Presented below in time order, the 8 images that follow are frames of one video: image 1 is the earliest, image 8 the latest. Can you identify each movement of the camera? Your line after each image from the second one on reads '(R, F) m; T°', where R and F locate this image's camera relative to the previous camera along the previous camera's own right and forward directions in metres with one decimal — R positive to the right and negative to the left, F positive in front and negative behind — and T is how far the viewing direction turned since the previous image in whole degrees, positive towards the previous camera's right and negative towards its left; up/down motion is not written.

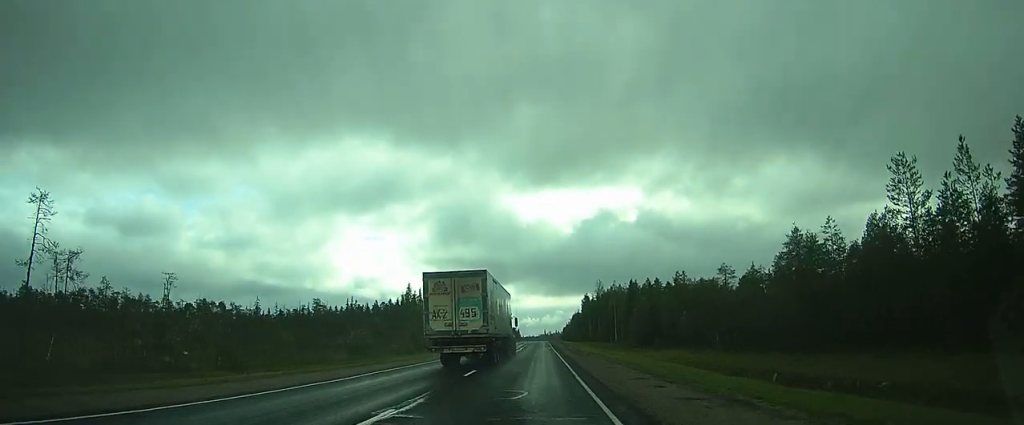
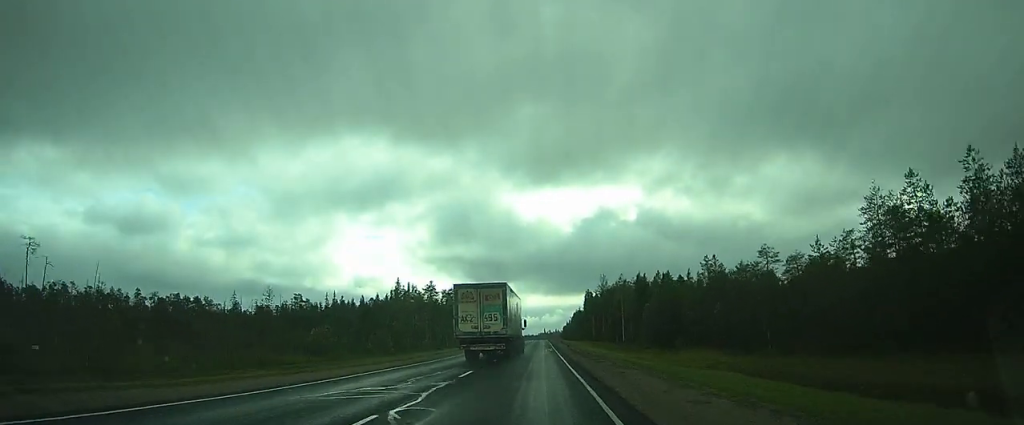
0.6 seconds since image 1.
(0.0, +13.1) m; 0°
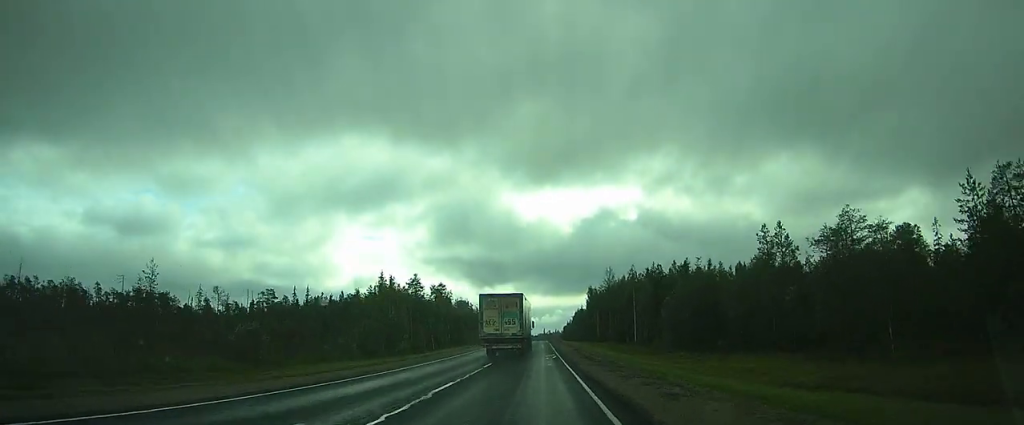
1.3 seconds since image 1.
(0.0, +16.2) m; 0°
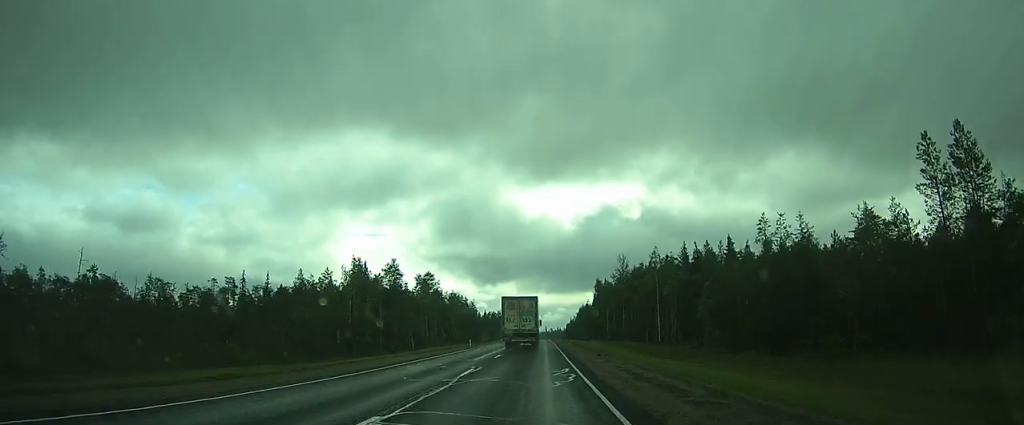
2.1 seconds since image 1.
(0.0, +20.1) m; 0°
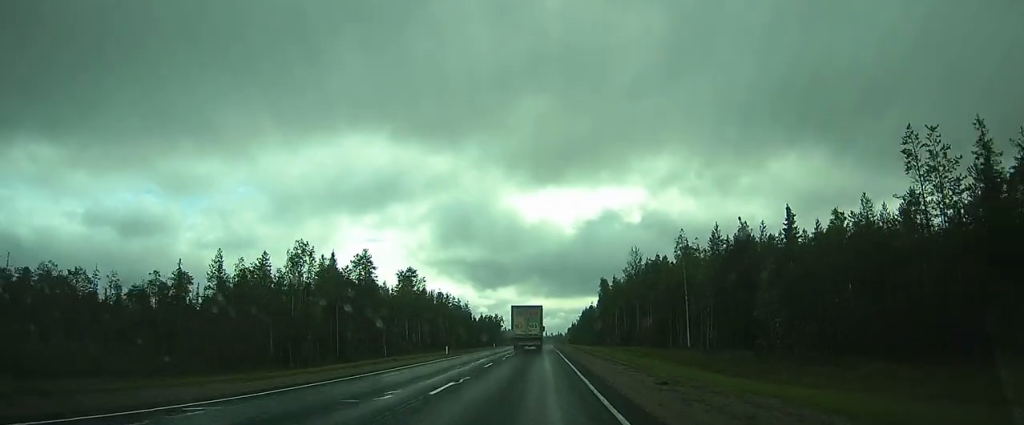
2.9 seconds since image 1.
(0.0, +17.0) m; 0°
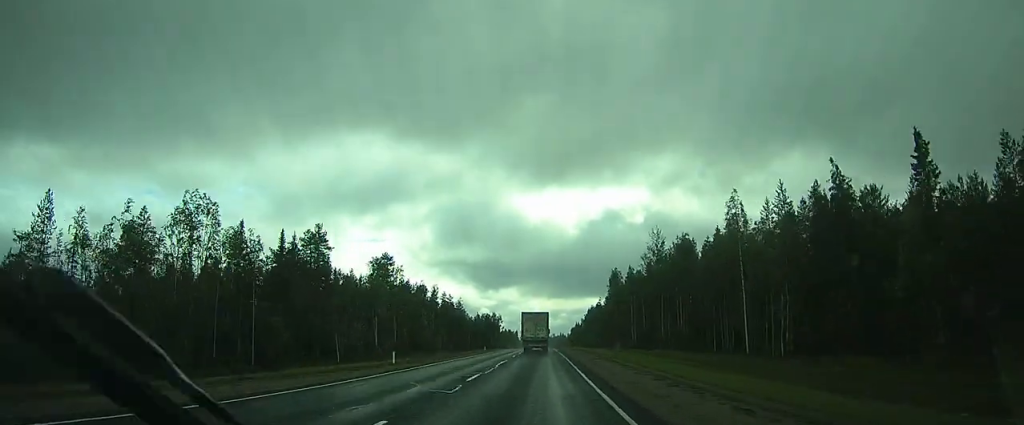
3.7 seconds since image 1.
(0.0, +19.3) m; 0°
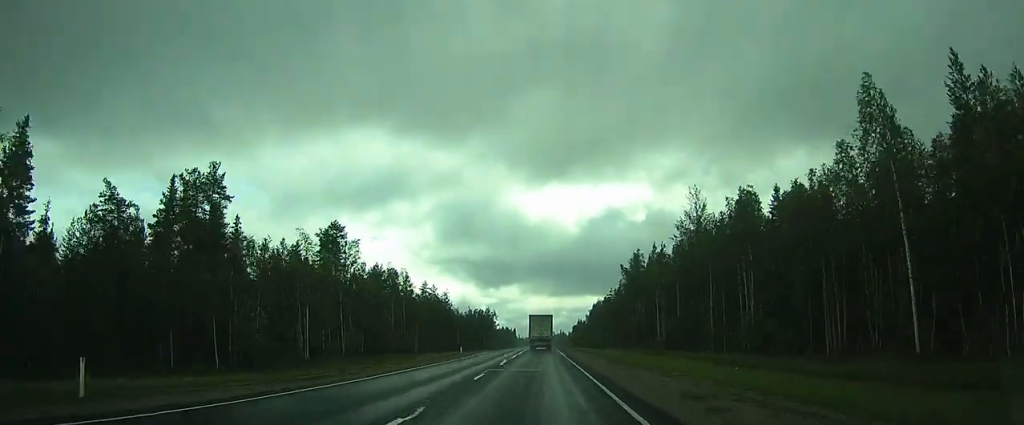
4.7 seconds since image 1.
(0.0, +23.5) m; 0°
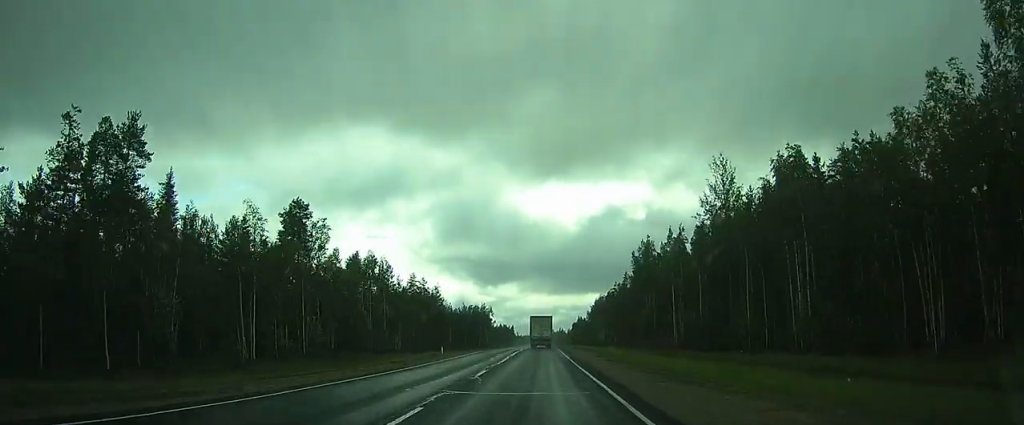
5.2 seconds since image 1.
(0.0, +10.3) m; 0°
